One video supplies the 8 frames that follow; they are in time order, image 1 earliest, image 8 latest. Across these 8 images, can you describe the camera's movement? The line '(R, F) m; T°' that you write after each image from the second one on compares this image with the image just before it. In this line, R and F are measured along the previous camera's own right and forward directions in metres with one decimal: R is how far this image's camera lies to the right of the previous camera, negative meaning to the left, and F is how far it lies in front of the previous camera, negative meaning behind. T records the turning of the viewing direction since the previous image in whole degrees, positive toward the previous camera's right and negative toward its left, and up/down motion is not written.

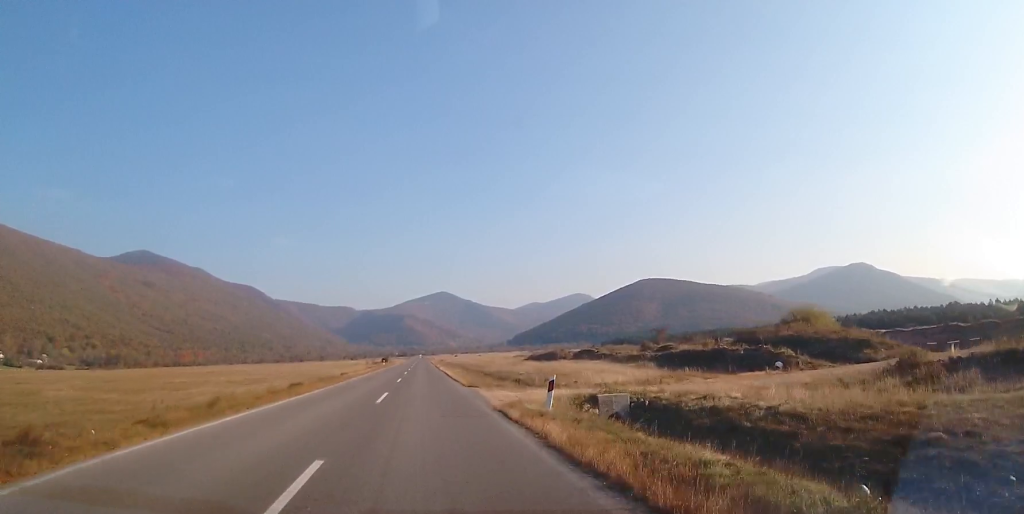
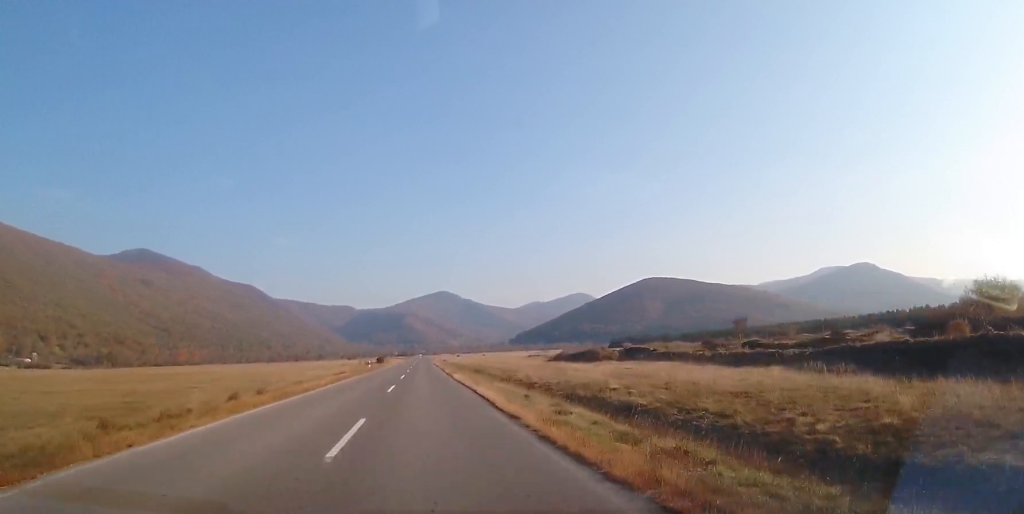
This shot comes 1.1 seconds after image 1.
(-0.4, +25.1) m; 0°
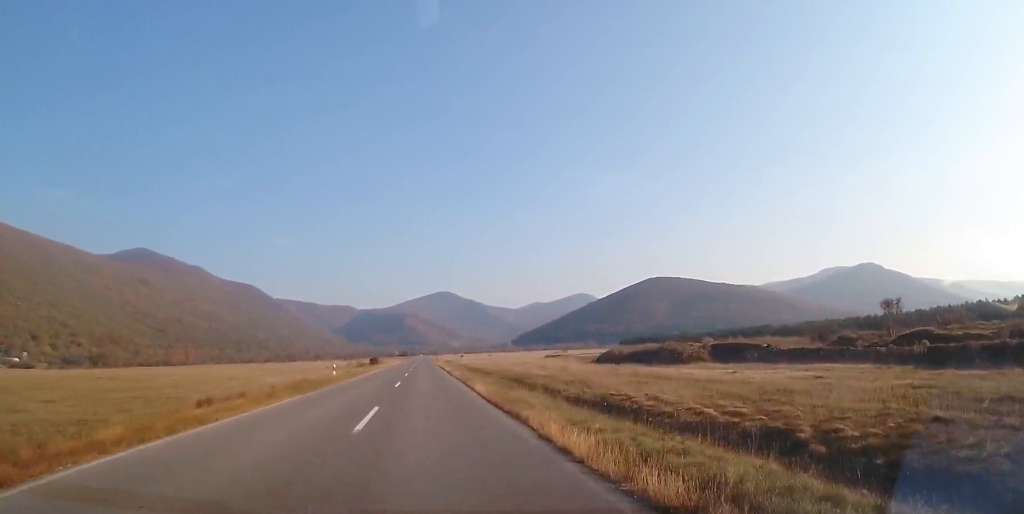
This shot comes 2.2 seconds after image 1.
(+0.3, +26.4) m; 0°
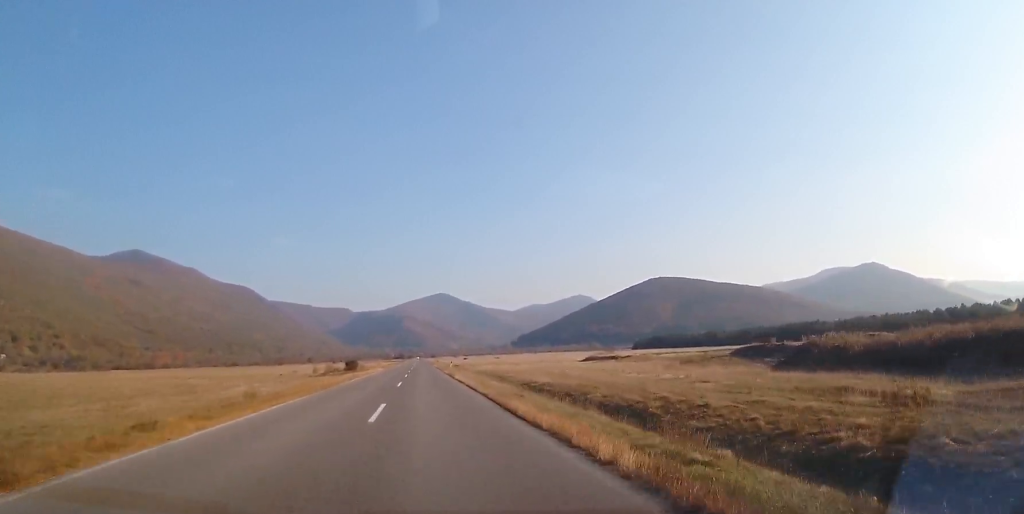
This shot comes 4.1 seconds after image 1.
(-0.4, +44.6) m; 0°
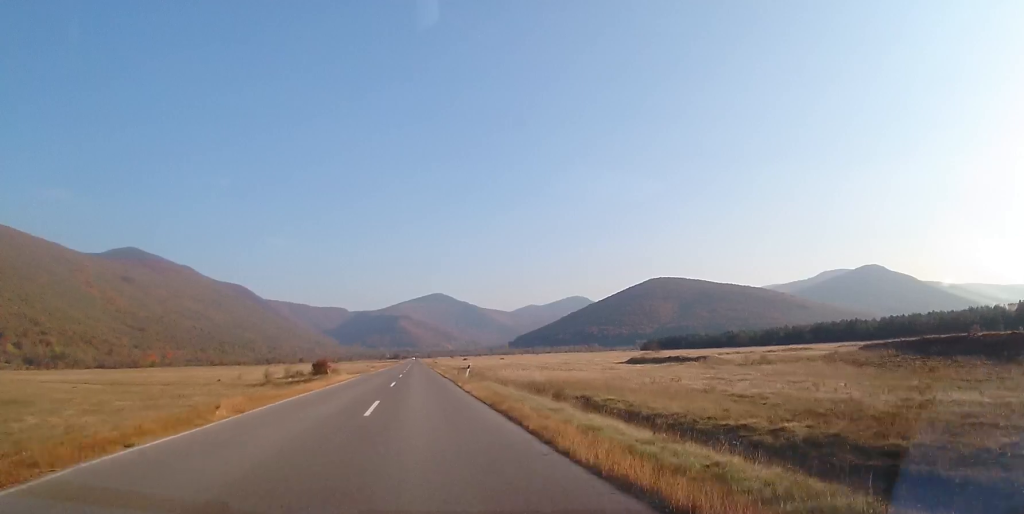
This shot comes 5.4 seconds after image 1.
(+0.3, +28.8) m; +1°
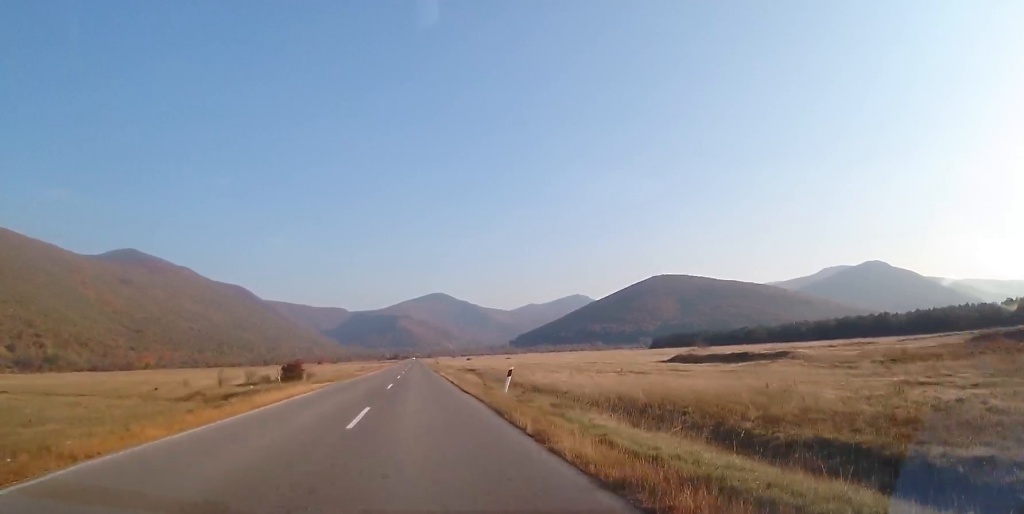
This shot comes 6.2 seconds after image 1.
(0.0, +17.4) m; 0°
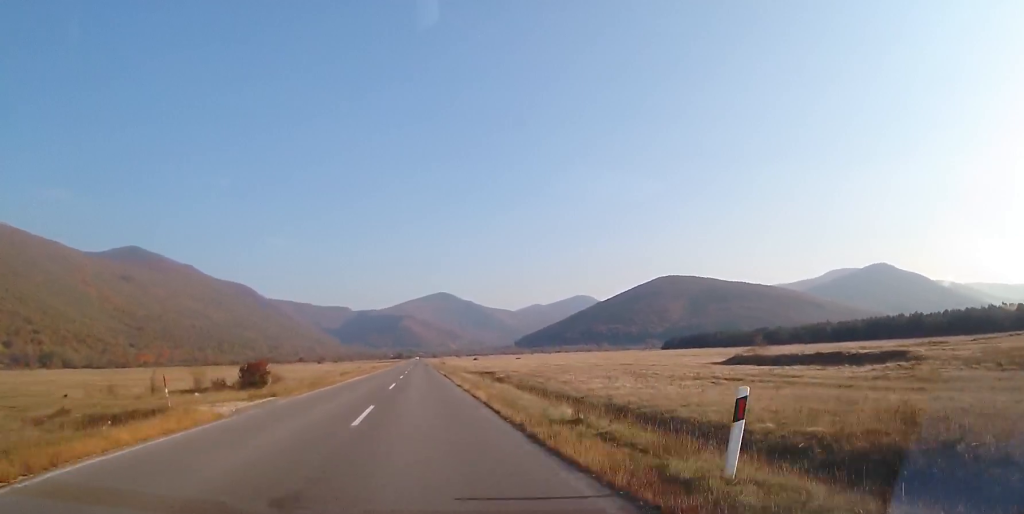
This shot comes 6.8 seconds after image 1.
(0.0, +15.1) m; 0°
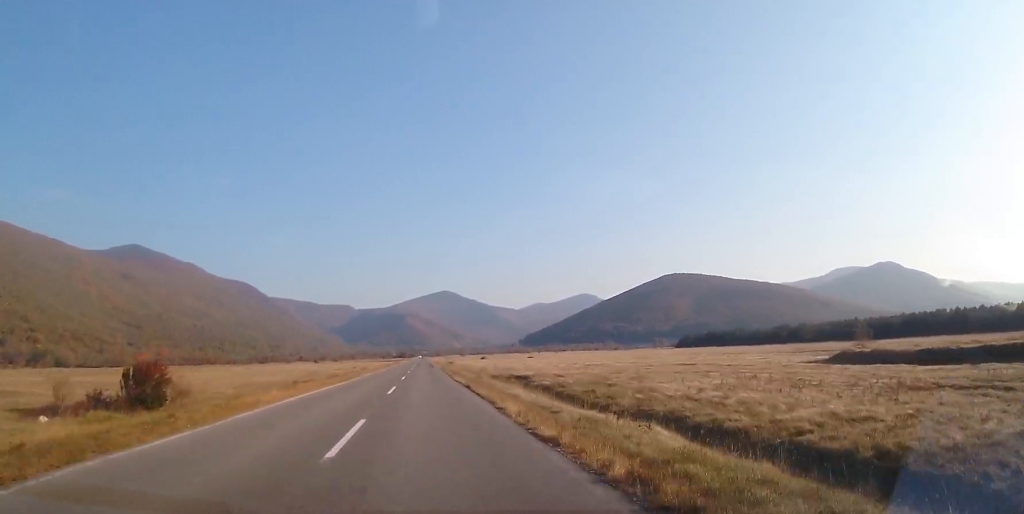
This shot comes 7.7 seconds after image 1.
(0.0, +18.9) m; -1°
